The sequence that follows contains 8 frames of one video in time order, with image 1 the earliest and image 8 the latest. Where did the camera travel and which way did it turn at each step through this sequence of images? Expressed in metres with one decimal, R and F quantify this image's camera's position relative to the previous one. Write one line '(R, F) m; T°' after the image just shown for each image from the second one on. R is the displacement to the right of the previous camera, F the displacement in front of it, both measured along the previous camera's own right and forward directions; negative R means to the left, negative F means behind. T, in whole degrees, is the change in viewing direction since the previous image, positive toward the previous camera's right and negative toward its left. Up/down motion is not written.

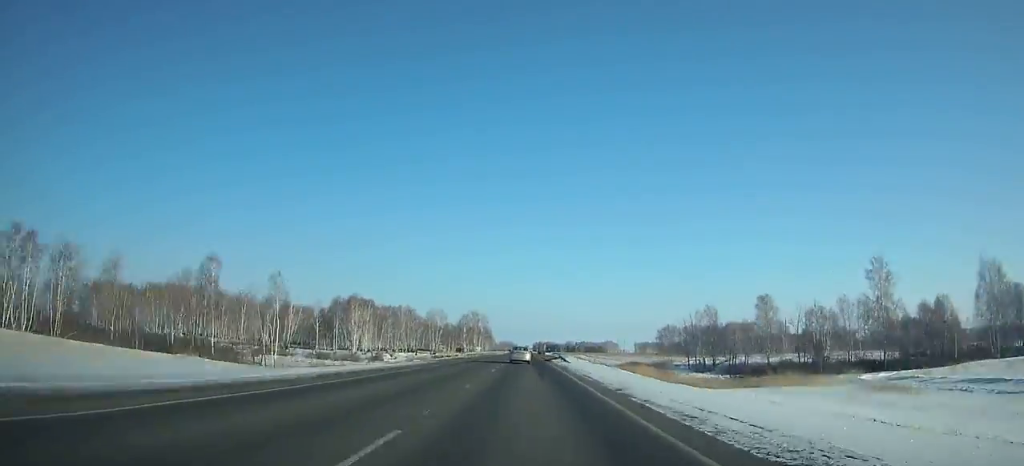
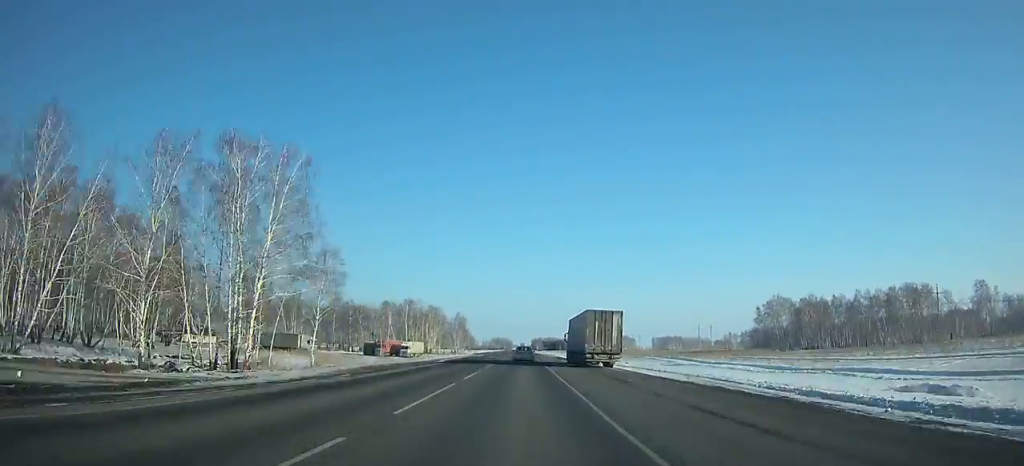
(+0.4, +184.2) m; 0°
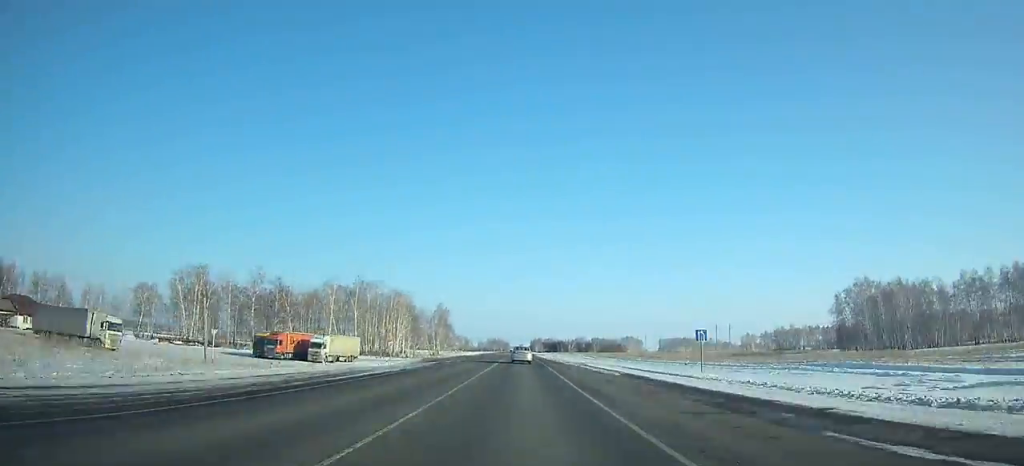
(-0.3, +61.8) m; 0°
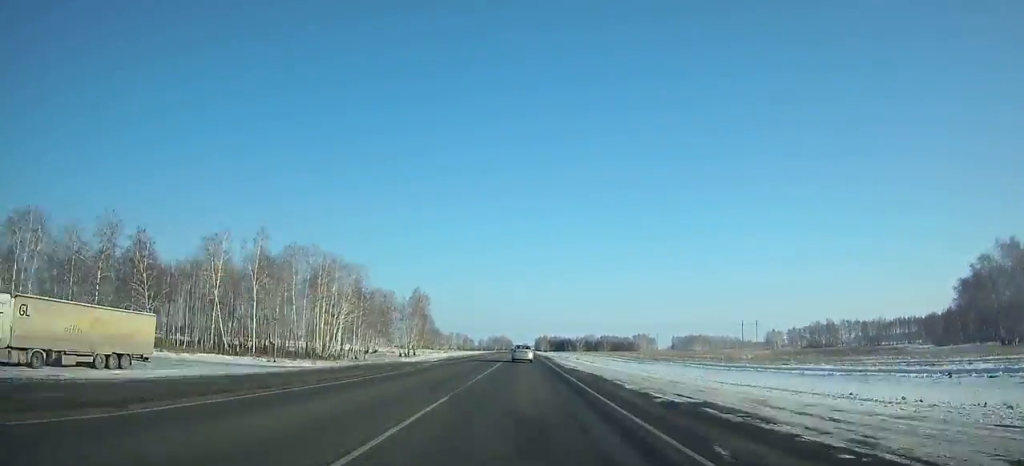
(-0.1, +58.8) m; 0°
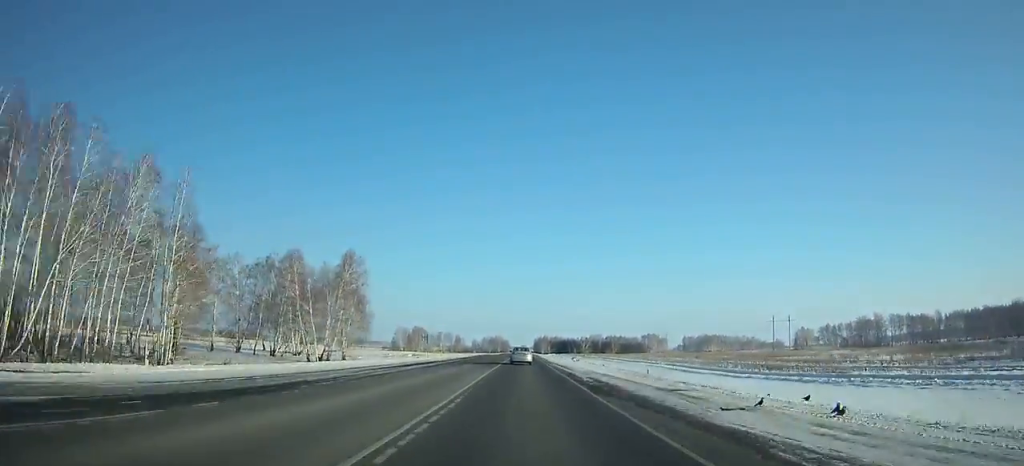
(0.0, +67.7) m; 0°
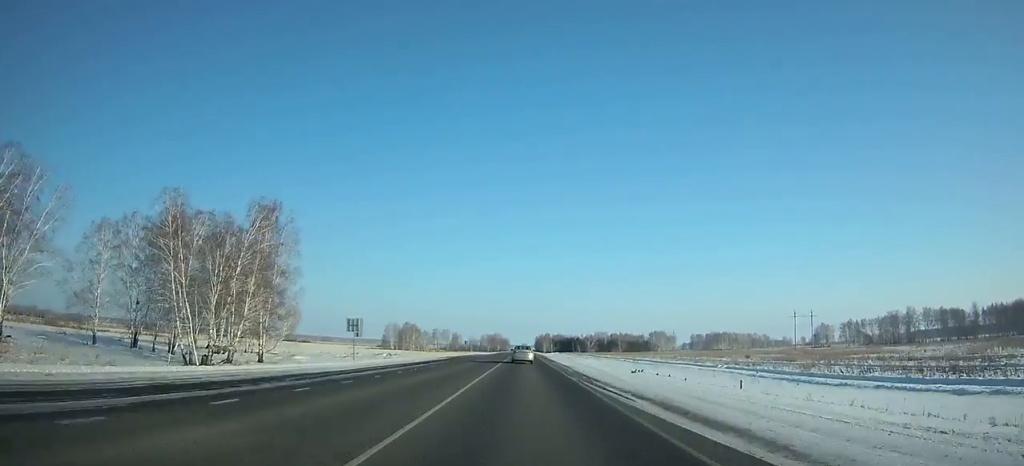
(0.0, +35.3) m; 0°
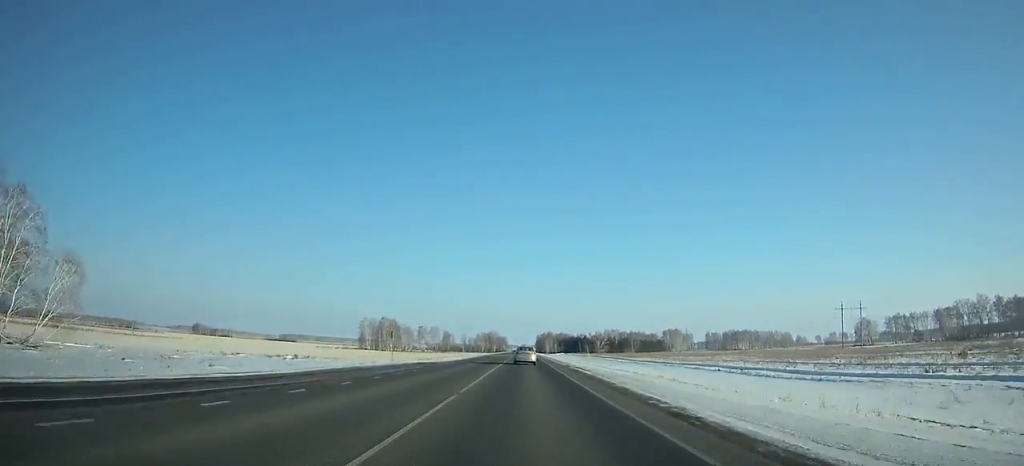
(0.0, +64.8) m; 0°
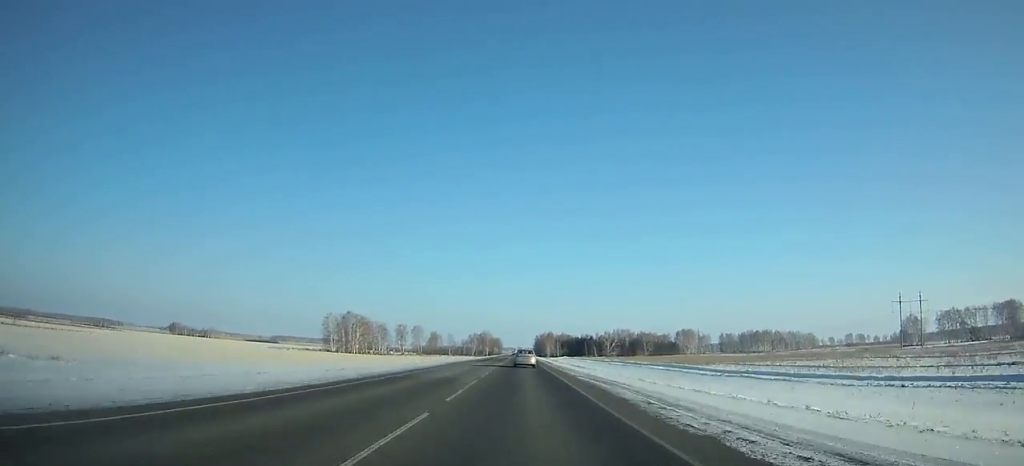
(+0.1, +62.2) m; 0°
